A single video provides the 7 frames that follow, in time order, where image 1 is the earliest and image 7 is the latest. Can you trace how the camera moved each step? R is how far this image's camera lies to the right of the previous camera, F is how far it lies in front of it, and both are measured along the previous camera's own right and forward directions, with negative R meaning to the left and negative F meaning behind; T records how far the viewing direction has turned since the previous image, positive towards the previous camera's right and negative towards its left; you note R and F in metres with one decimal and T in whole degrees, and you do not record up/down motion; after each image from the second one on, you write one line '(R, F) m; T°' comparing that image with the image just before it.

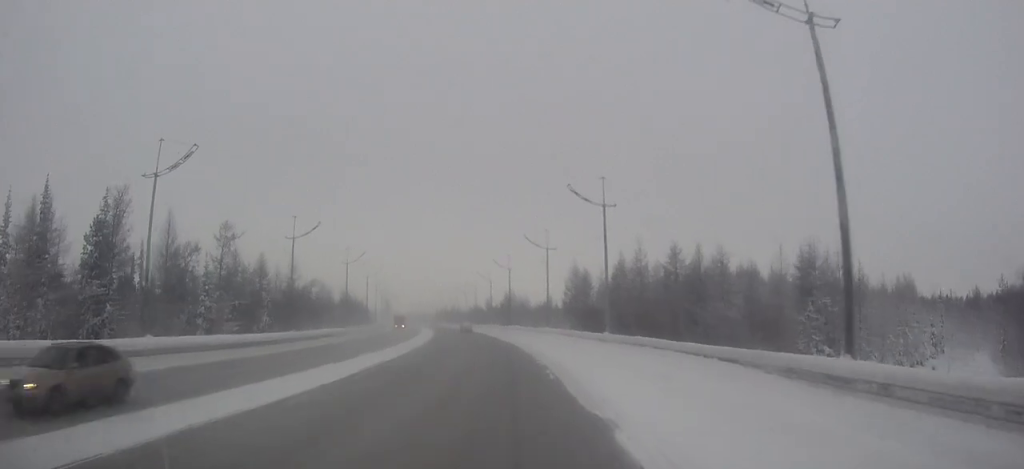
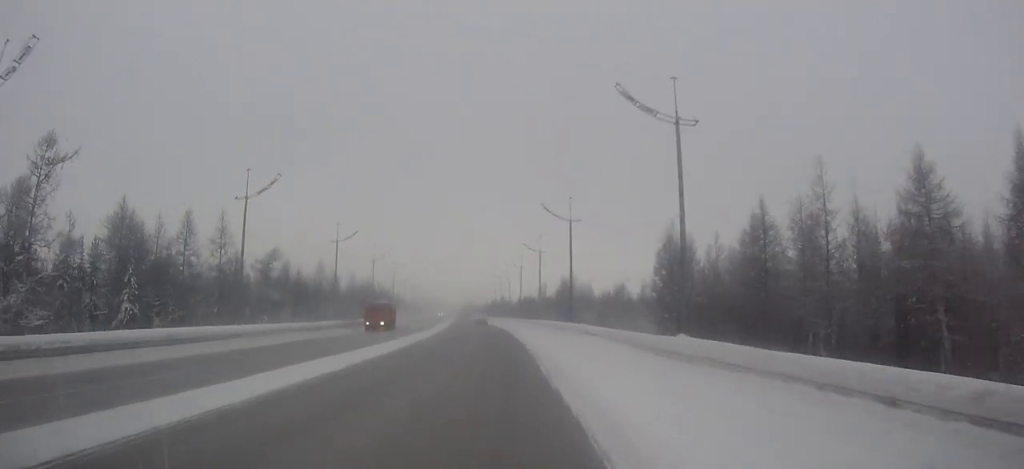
(-1.9, +40.9) m; -5°
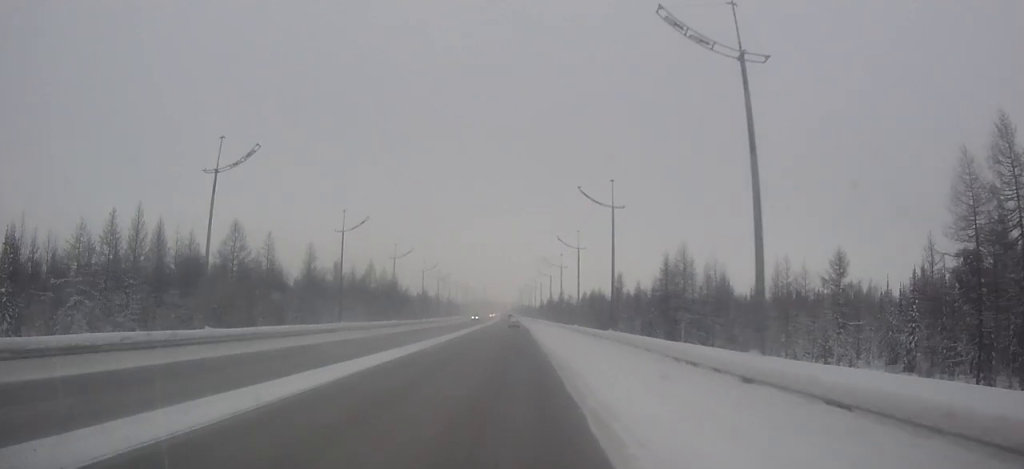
(-2.6, +58.7) m; -4°
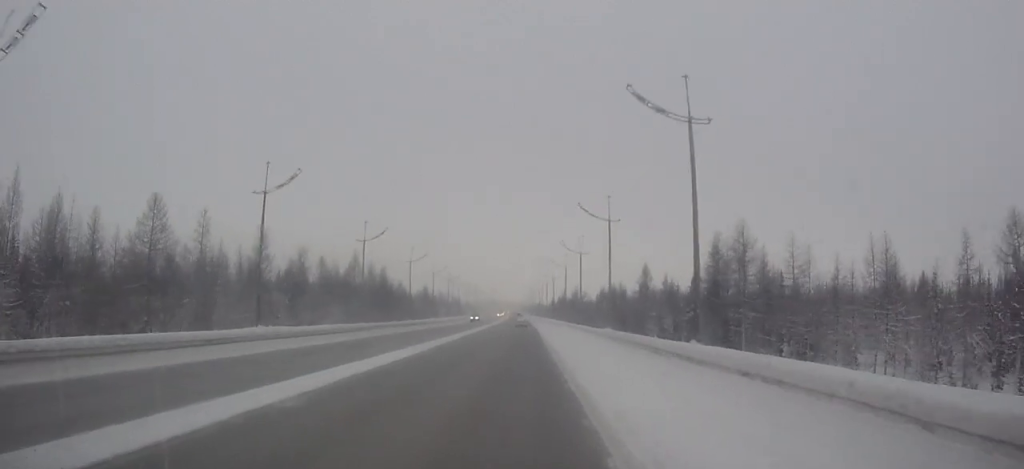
(-0.1, +19.2) m; 0°
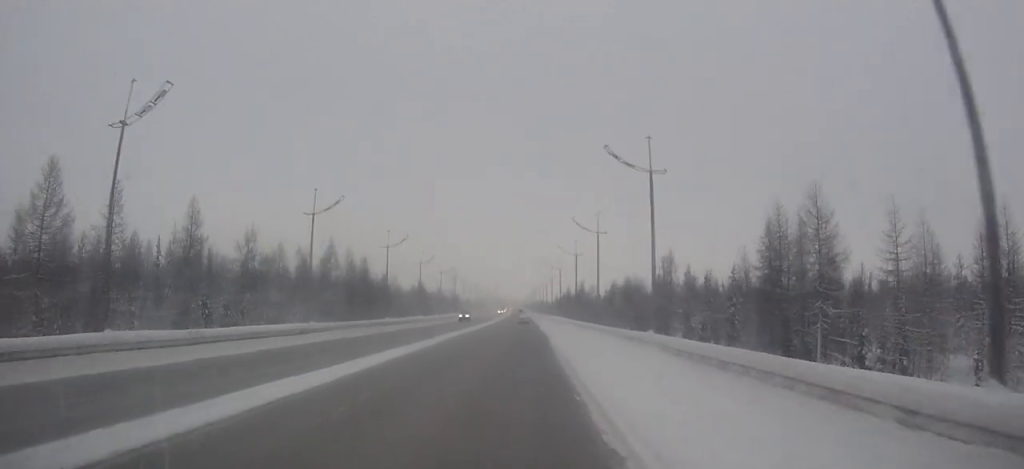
(0.0, +15.8) m; 0°
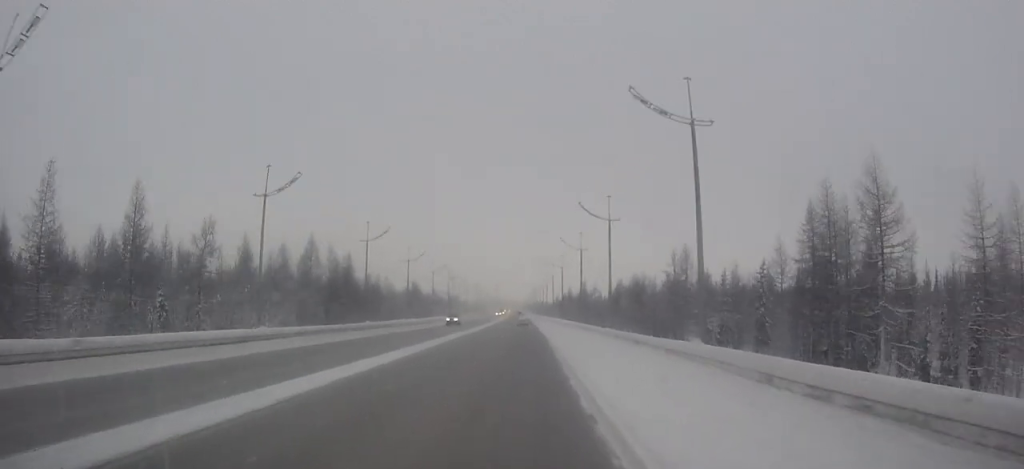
(0.0, +8.9) m; 0°
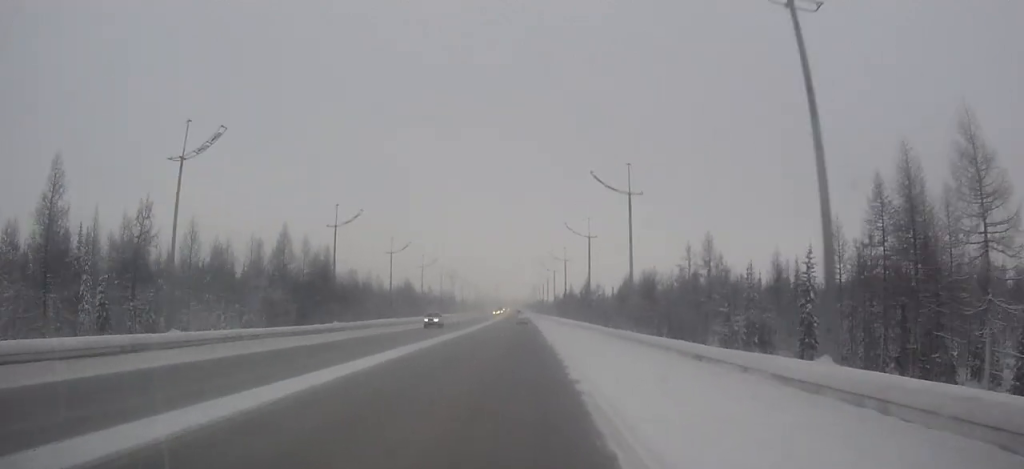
(0.0, +10.3) m; 0°
